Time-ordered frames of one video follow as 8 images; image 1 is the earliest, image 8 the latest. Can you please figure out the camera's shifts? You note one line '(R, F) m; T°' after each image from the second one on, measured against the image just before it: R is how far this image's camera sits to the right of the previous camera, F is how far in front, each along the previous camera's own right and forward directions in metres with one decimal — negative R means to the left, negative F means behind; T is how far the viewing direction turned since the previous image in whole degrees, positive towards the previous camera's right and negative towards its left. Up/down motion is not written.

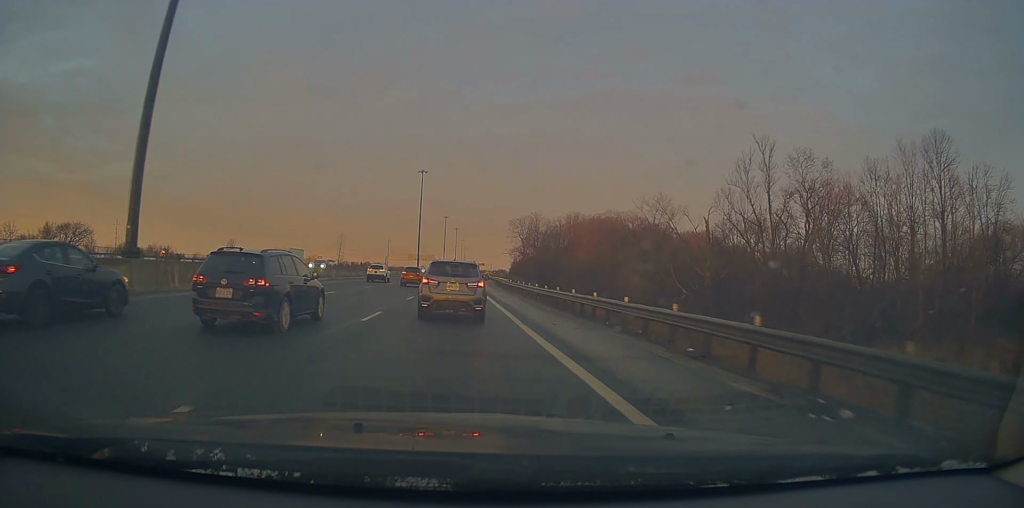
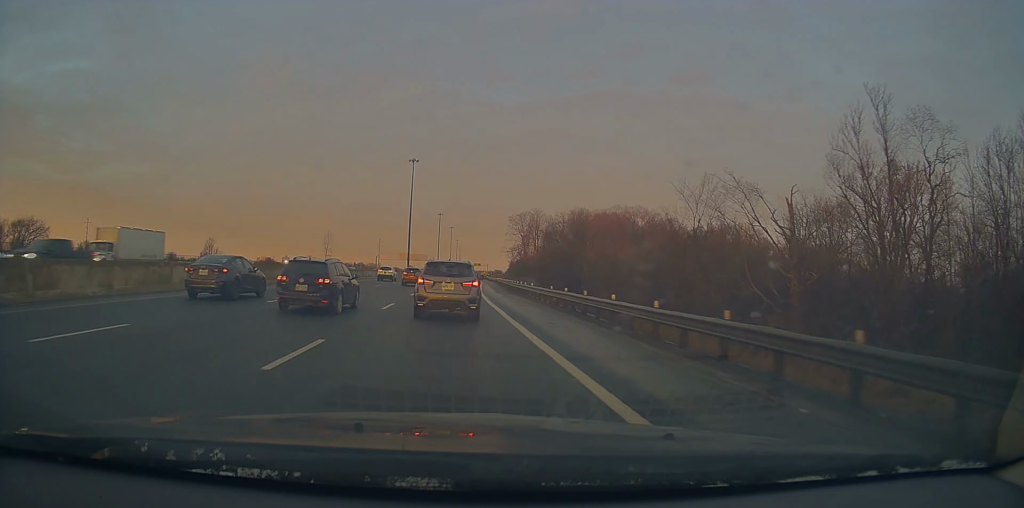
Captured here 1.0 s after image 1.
(-0.4, +18.0) m; 0°
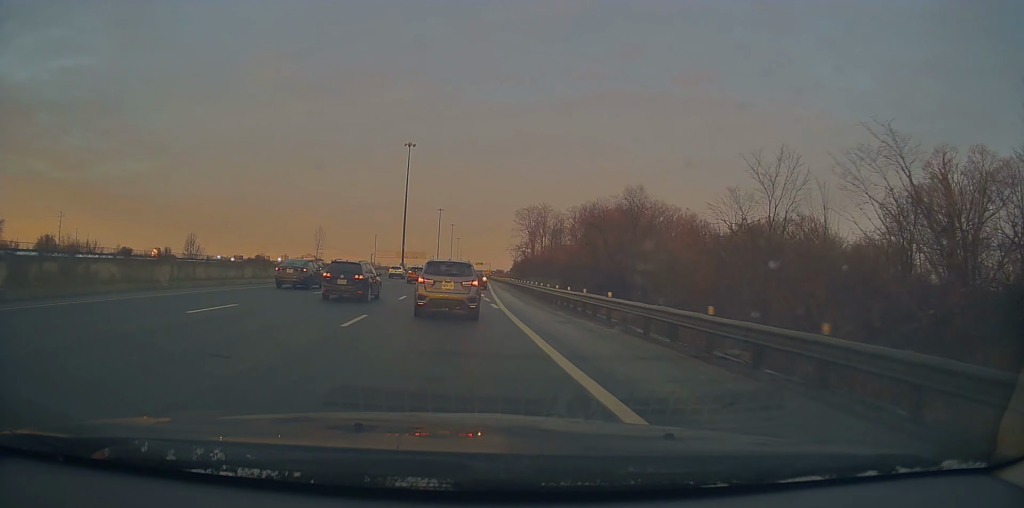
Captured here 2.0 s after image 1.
(+0.4, +17.9) m; +1°
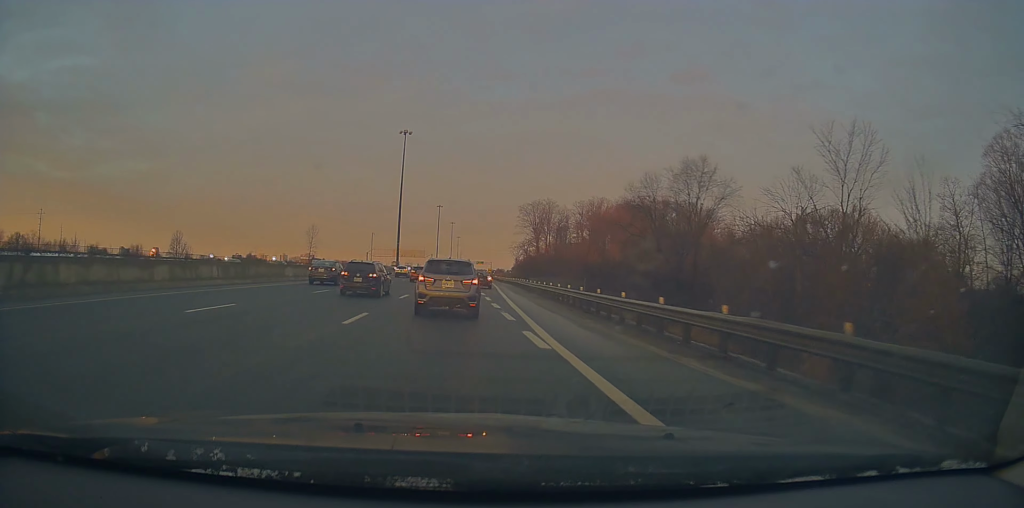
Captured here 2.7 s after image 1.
(0.0, +11.6) m; 0°
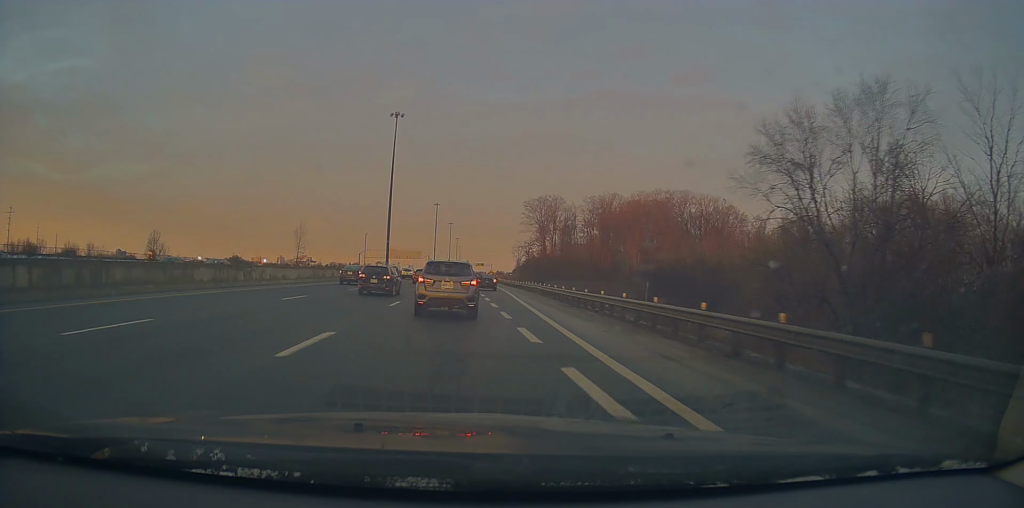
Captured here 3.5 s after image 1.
(-0.1, +16.2) m; 0°
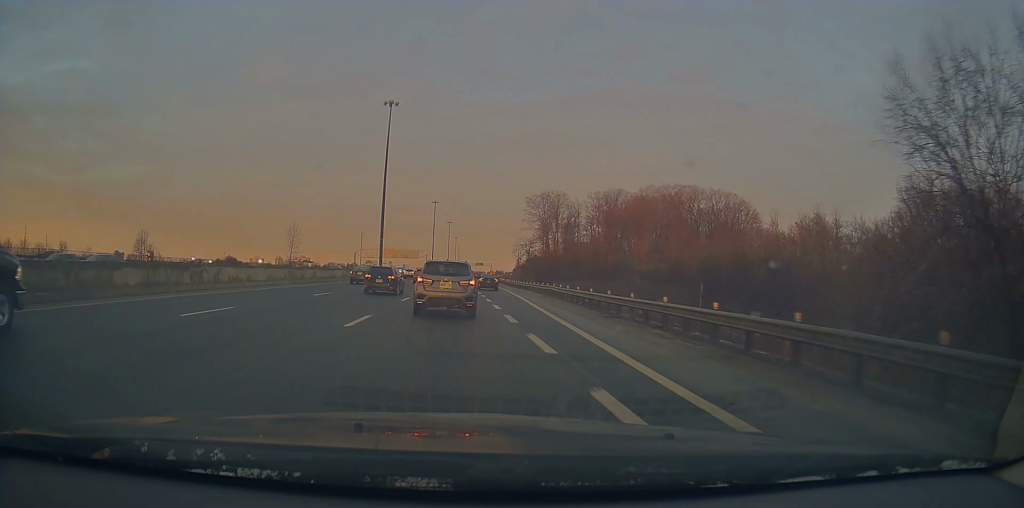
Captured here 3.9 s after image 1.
(0.0, +7.5) m; 0°
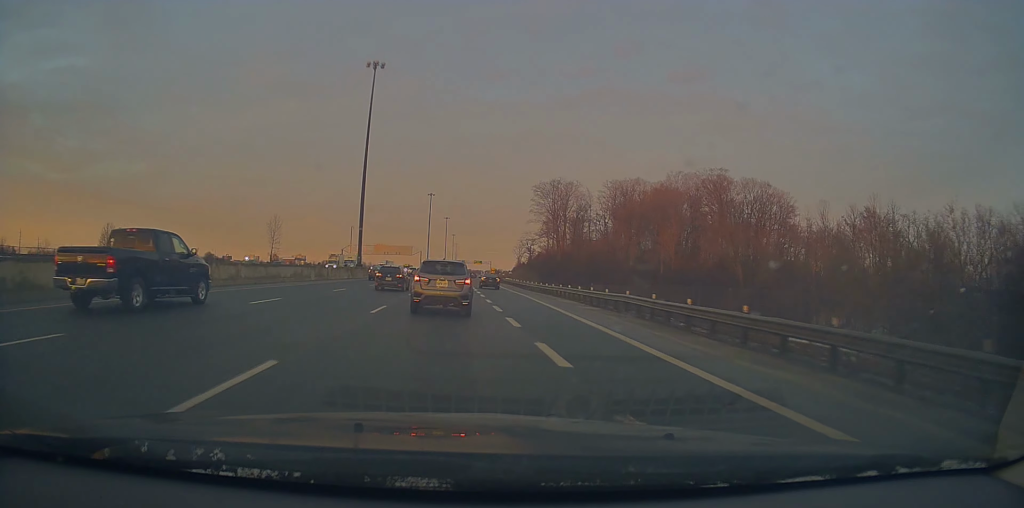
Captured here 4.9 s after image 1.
(-0.2, +19.1) m; -1°
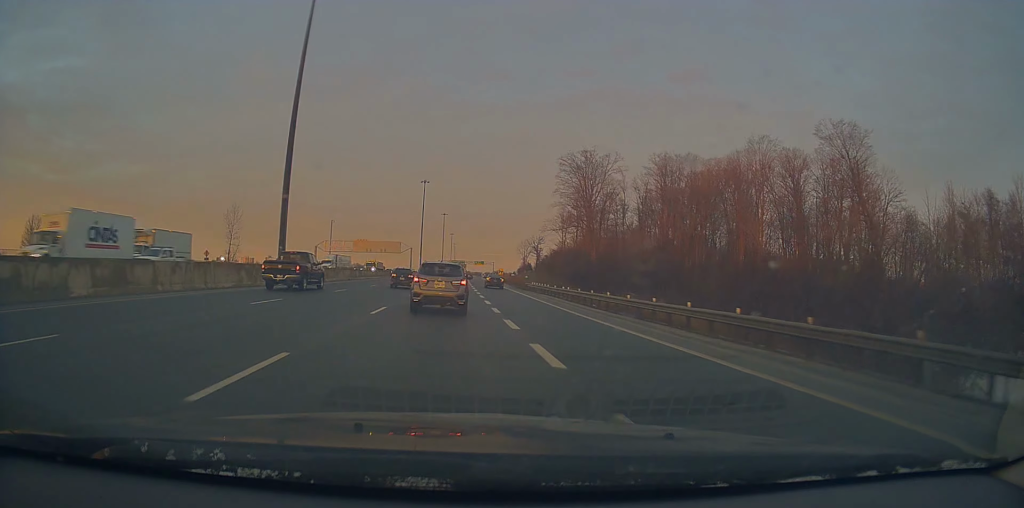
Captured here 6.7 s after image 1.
(+0.4, +35.3) m; +2°
